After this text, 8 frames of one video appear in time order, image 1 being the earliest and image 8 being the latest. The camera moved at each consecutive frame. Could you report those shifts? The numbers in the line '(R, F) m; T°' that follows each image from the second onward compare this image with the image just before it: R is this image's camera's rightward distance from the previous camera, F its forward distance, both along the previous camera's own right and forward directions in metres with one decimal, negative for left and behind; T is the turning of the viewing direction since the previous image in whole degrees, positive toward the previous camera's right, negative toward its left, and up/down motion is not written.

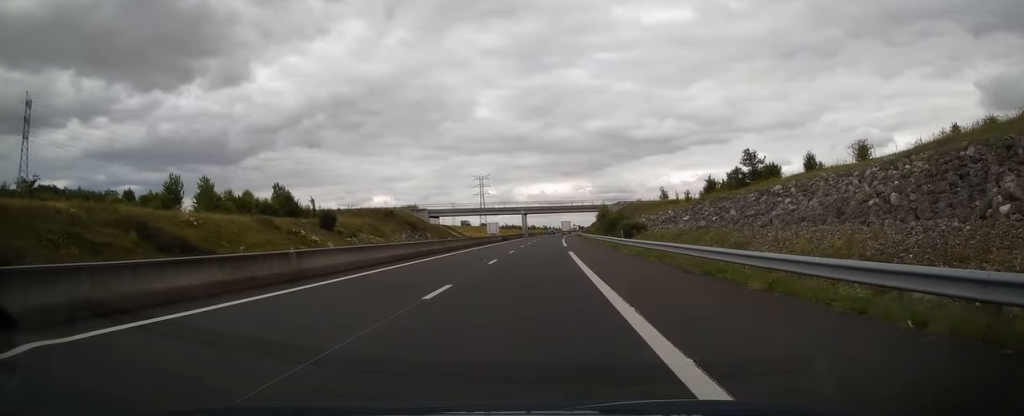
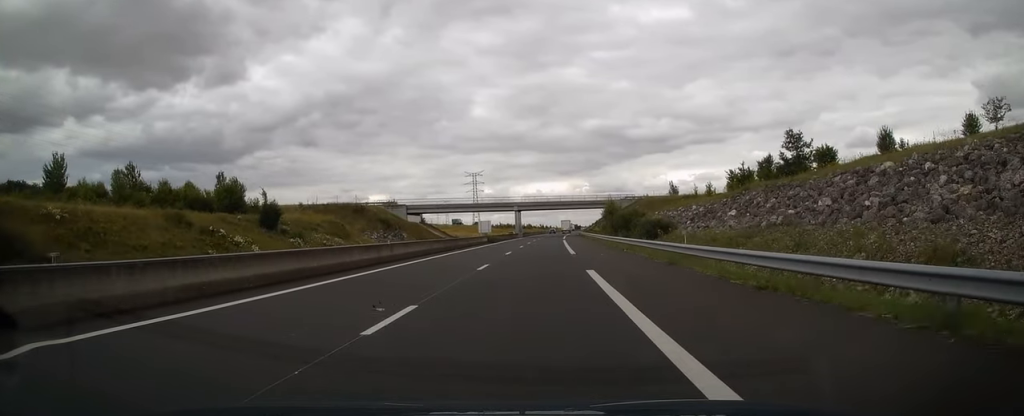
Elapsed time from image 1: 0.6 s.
(0.0, +17.1) m; 0°
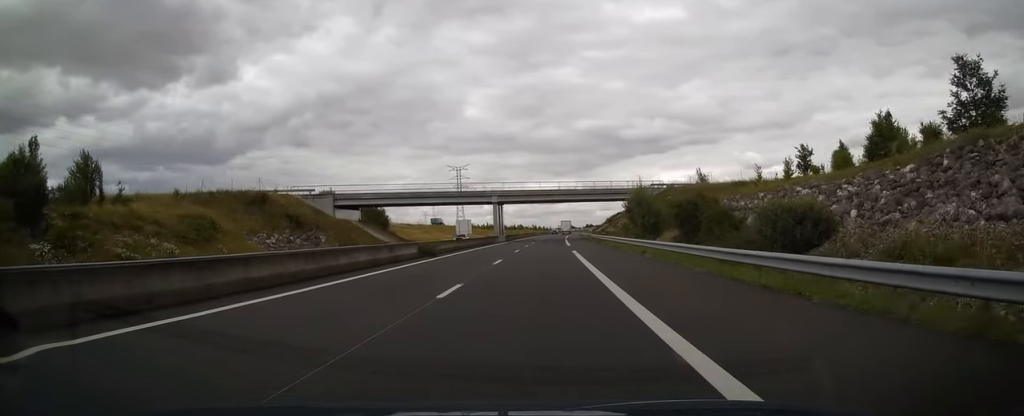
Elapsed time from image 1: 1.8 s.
(+0.1, +34.3) m; +1°
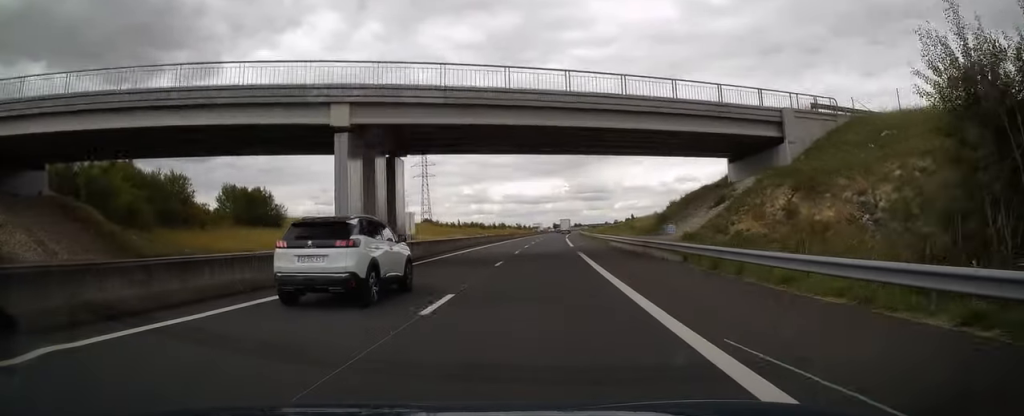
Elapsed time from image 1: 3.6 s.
(+0.8, +54.4) m; +2°
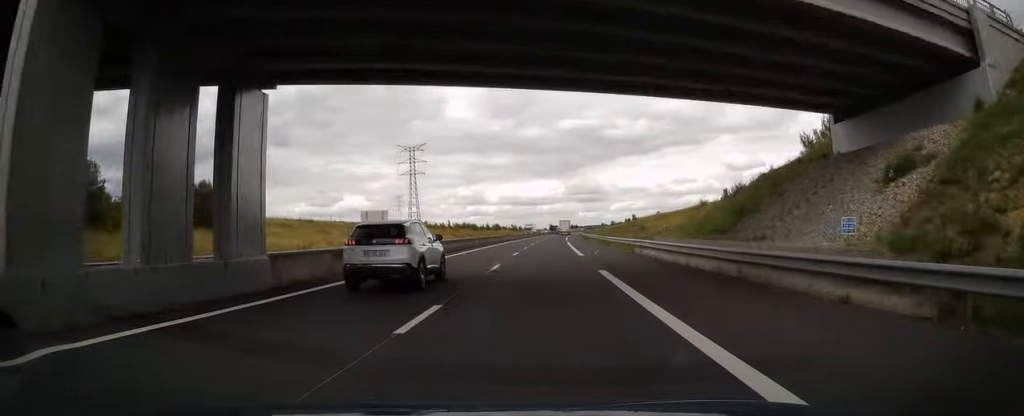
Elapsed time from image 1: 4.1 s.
(+0.2, +14.7) m; 0°
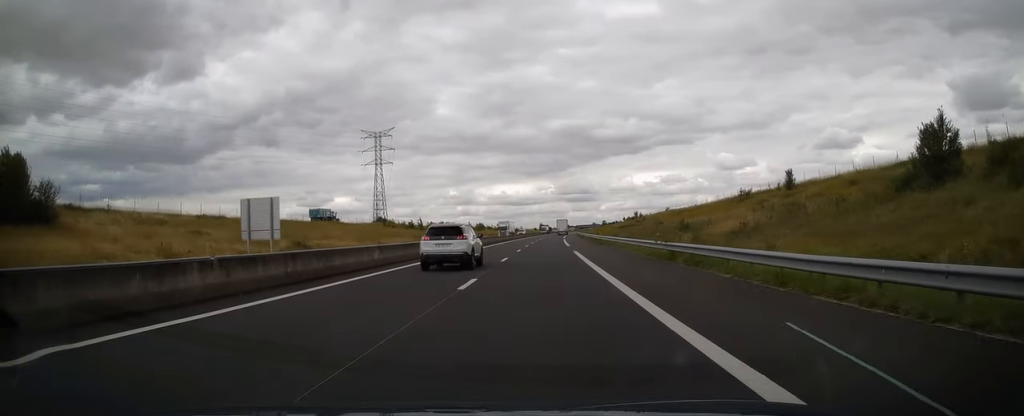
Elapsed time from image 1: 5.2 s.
(+0.1, +32.8) m; +1°
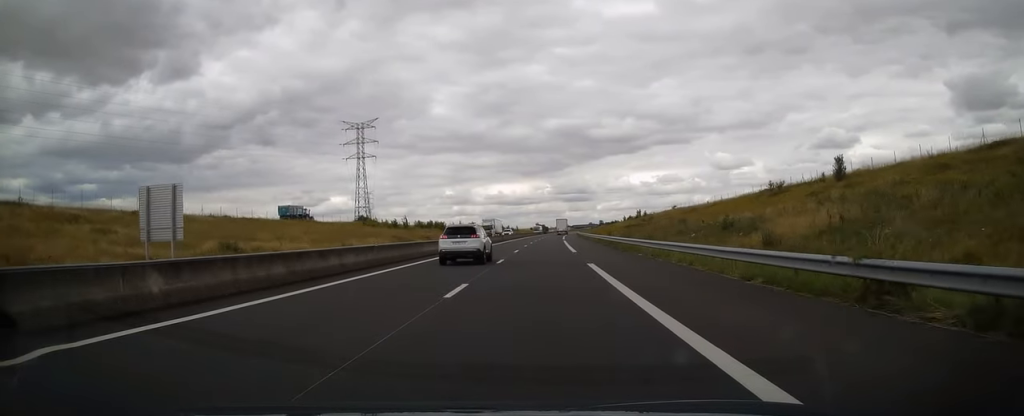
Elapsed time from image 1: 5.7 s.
(-0.1, +14.7) m; 0°
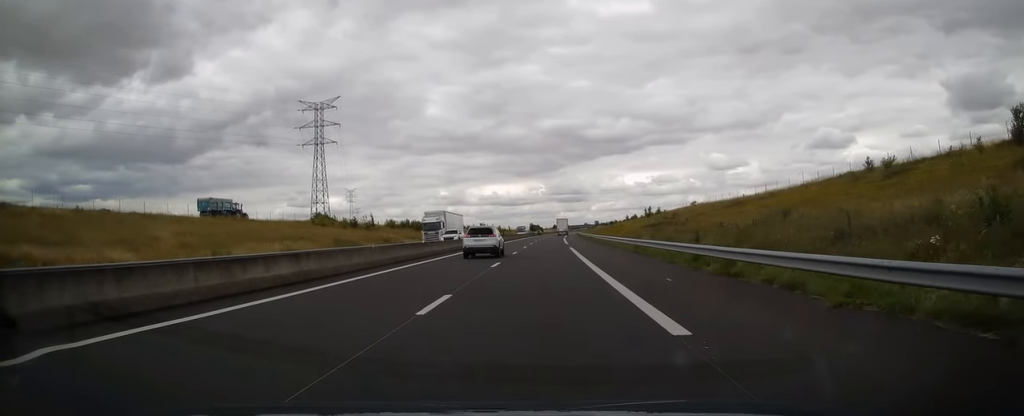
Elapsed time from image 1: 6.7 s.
(+0.6, +28.4) m; +1°
